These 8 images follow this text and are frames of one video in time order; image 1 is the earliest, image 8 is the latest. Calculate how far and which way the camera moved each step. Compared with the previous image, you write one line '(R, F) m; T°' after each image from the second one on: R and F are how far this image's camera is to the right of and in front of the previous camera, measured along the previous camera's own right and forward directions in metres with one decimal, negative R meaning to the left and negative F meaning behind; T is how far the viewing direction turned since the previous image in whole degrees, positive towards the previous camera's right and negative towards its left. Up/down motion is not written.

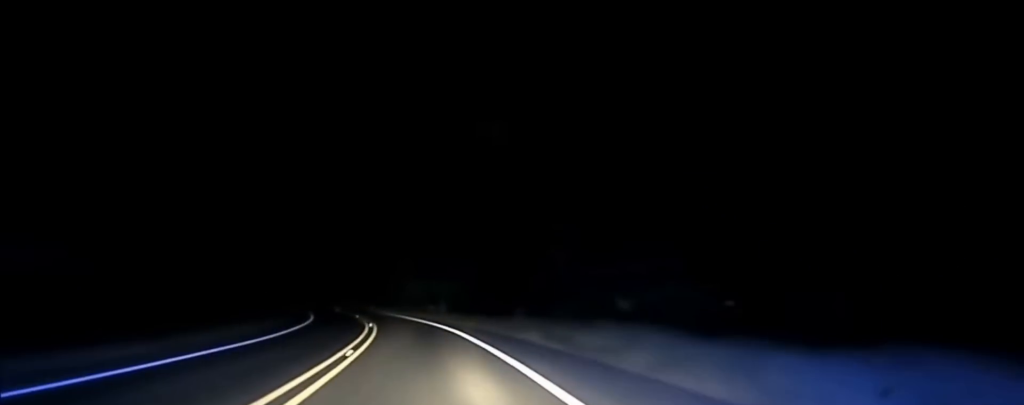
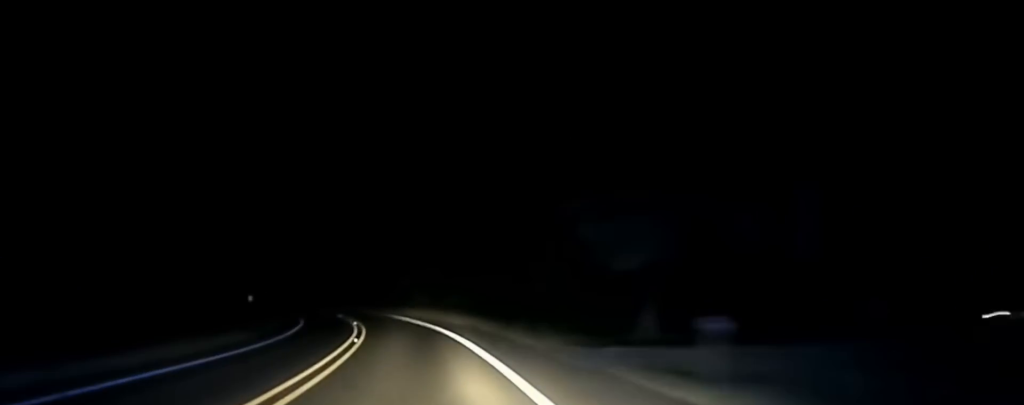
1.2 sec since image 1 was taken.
(-3.9, +64.2) m; -9°
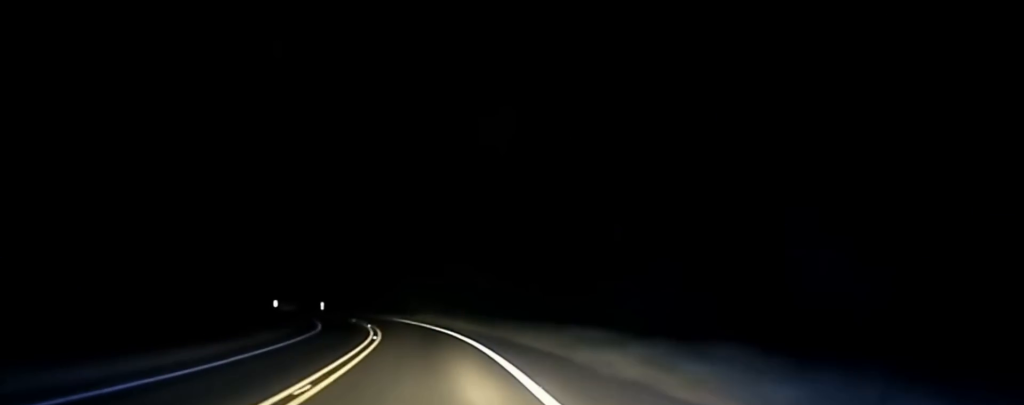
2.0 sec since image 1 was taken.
(-2.9, +41.8) m; -8°
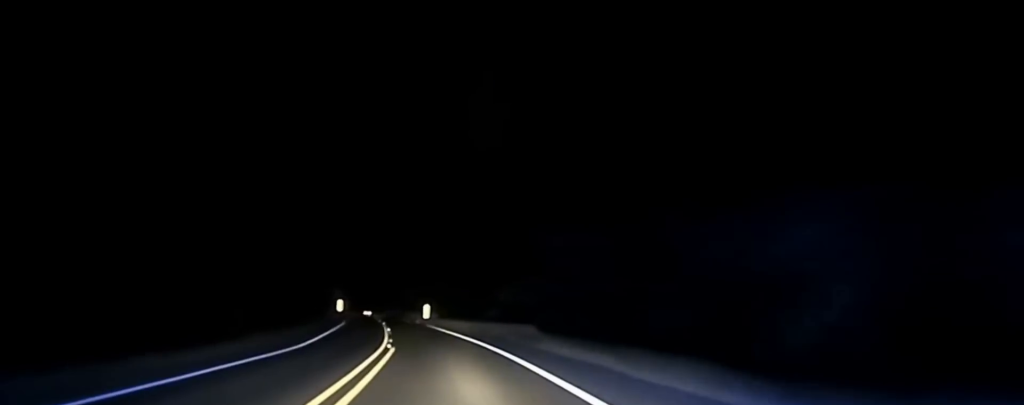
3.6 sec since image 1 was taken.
(-8.7, +80.5) m; -10°
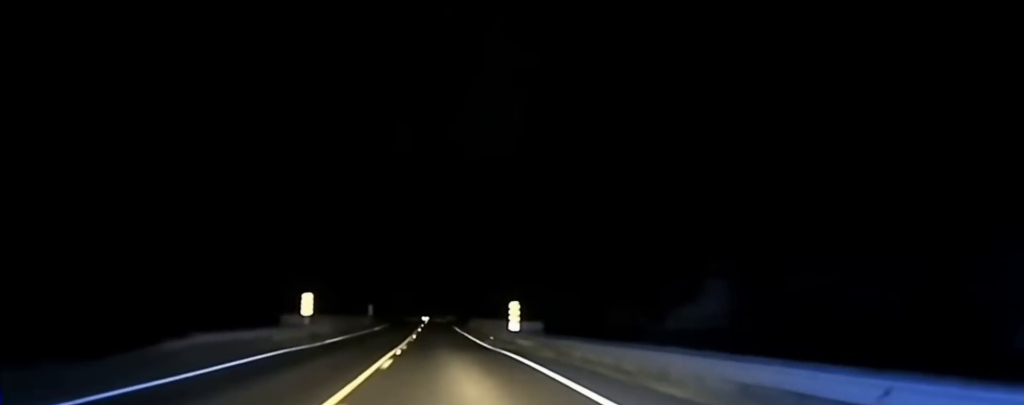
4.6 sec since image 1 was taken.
(-2.5, +56.7) m; -3°
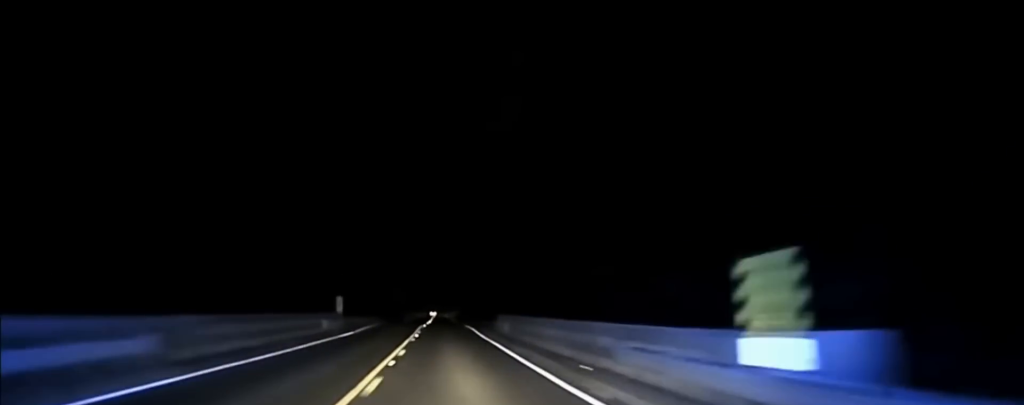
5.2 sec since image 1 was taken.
(-0.4, +30.5) m; -1°
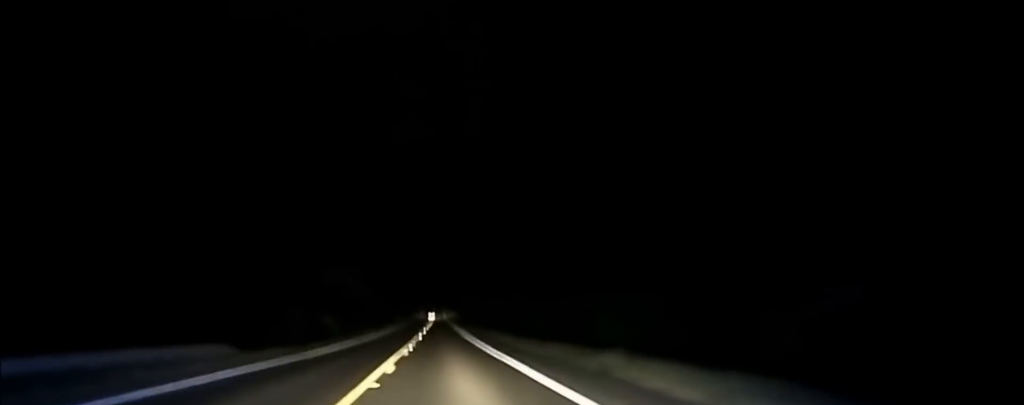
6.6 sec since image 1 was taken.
(+0.3, +76.5) m; 0°
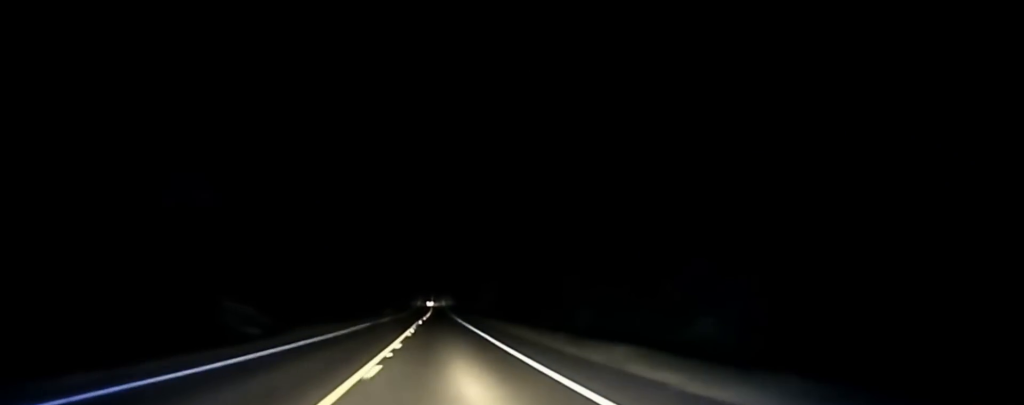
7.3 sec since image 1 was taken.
(+0.1, +41.4) m; 0°
